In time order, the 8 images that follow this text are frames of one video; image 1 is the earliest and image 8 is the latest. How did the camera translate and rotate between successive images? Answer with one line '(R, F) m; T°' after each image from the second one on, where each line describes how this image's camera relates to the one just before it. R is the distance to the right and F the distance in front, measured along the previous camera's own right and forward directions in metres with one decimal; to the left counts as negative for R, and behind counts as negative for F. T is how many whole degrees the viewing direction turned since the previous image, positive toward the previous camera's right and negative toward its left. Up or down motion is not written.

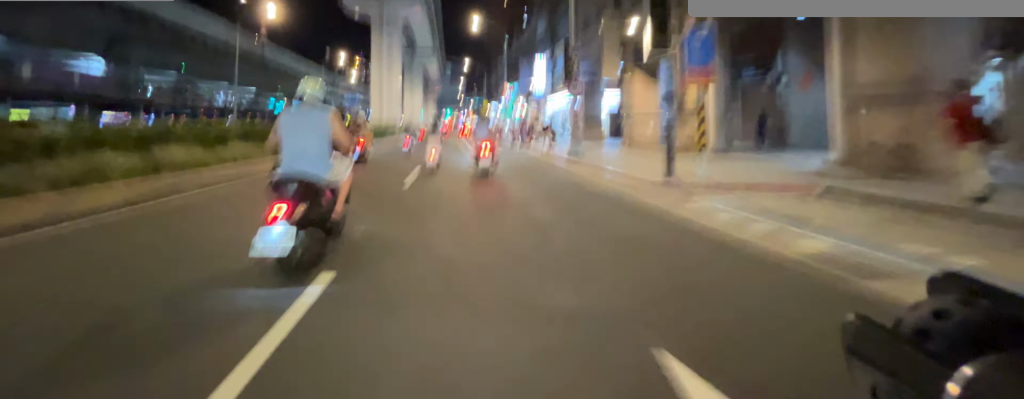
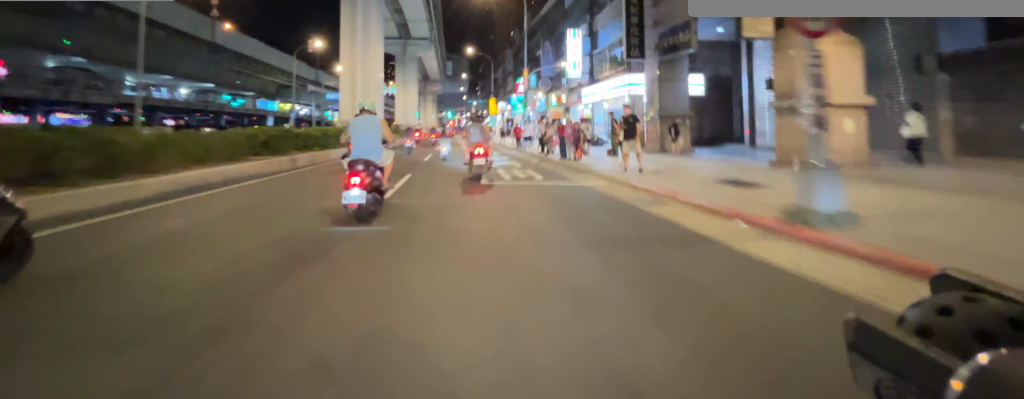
(-0.1, +11.2) m; +1°
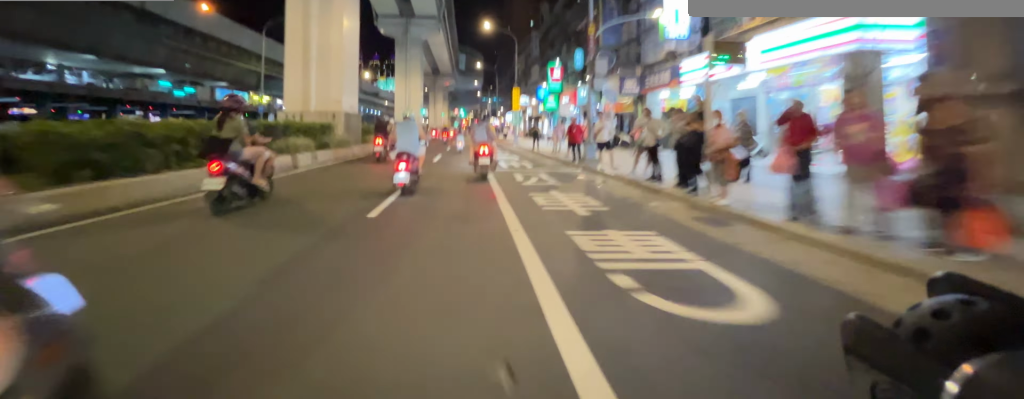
(+0.3, +11.8) m; +2°
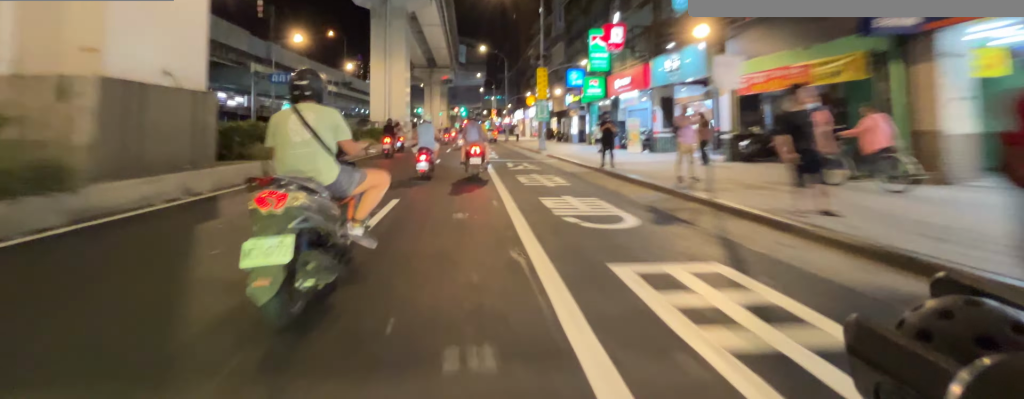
(0.0, +13.2) m; -1°
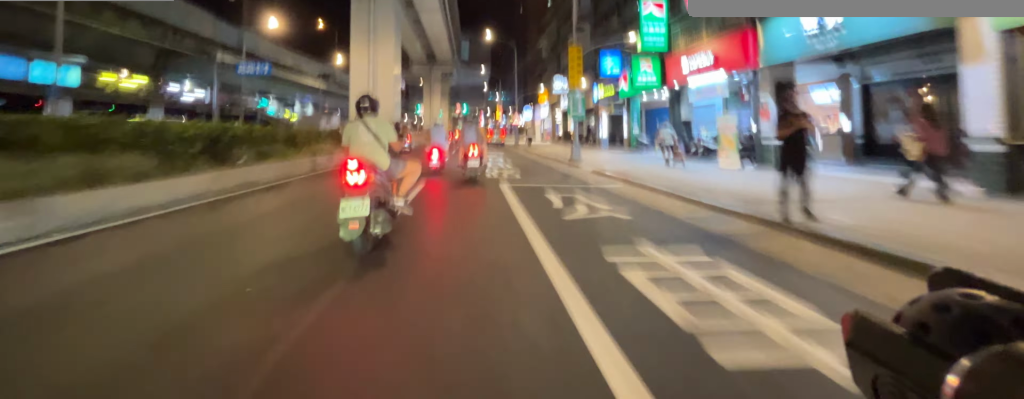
(-0.1, +7.4) m; -1°
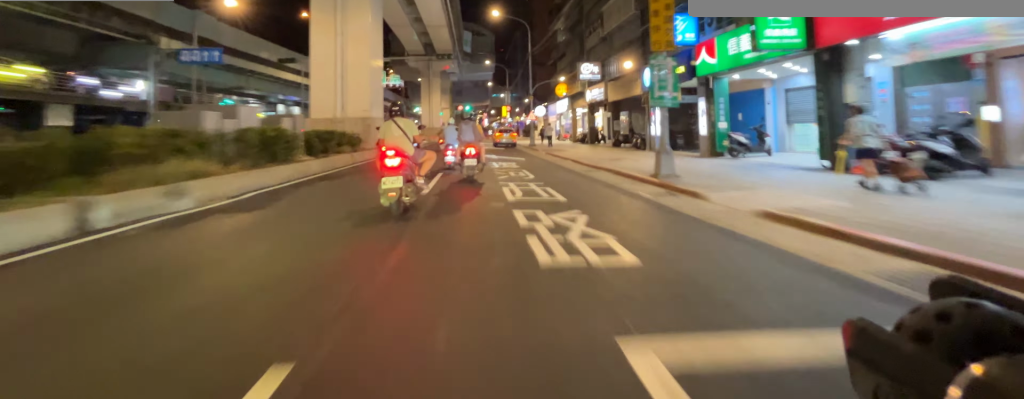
(0.0, +8.2) m; -1°
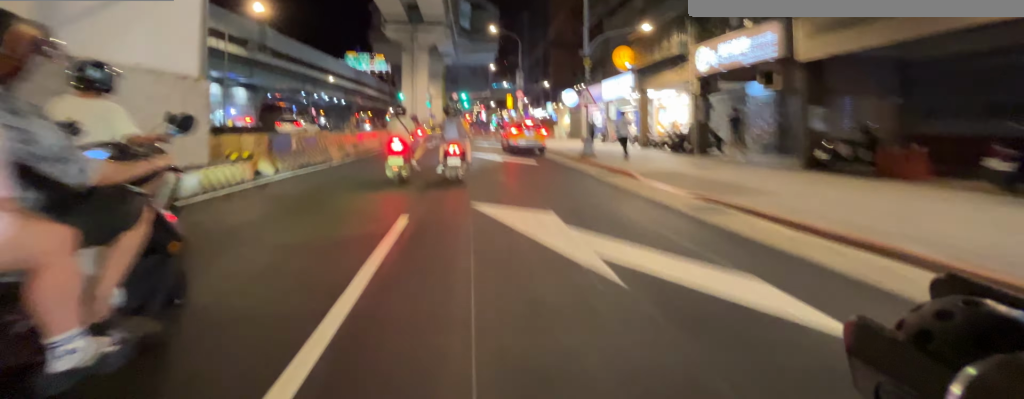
(-0.2, +17.0) m; -1°
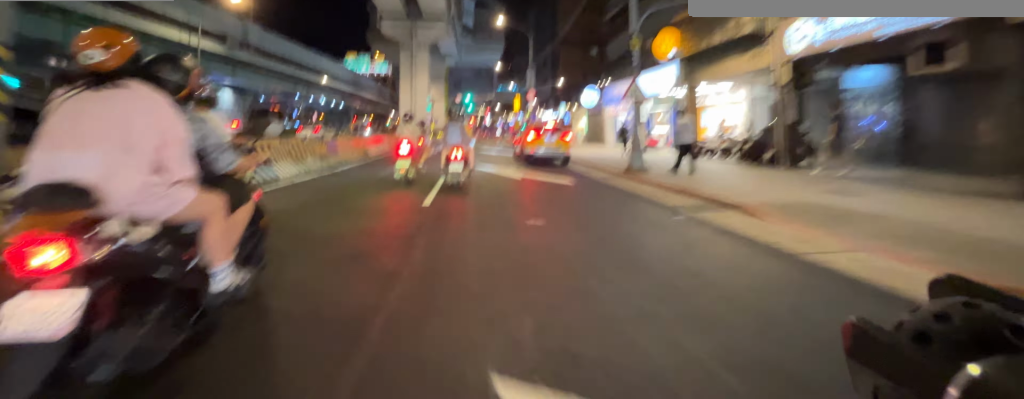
(0.0, +4.7) m; +1°
